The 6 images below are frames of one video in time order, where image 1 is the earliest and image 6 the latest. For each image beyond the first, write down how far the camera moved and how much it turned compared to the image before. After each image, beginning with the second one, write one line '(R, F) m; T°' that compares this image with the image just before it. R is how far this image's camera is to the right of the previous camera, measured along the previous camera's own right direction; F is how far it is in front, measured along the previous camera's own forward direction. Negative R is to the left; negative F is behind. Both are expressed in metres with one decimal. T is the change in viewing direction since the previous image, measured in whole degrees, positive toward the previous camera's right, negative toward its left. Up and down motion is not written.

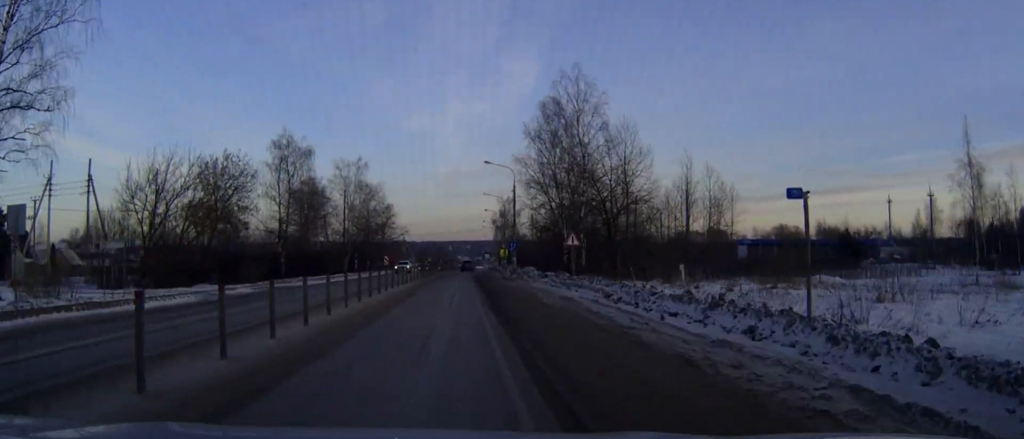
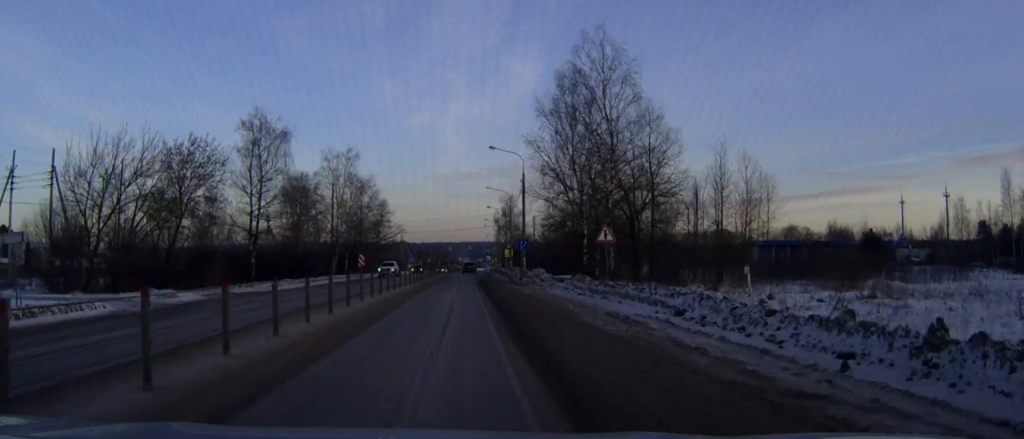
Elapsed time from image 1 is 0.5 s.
(0.0, +8.8) m; 0°
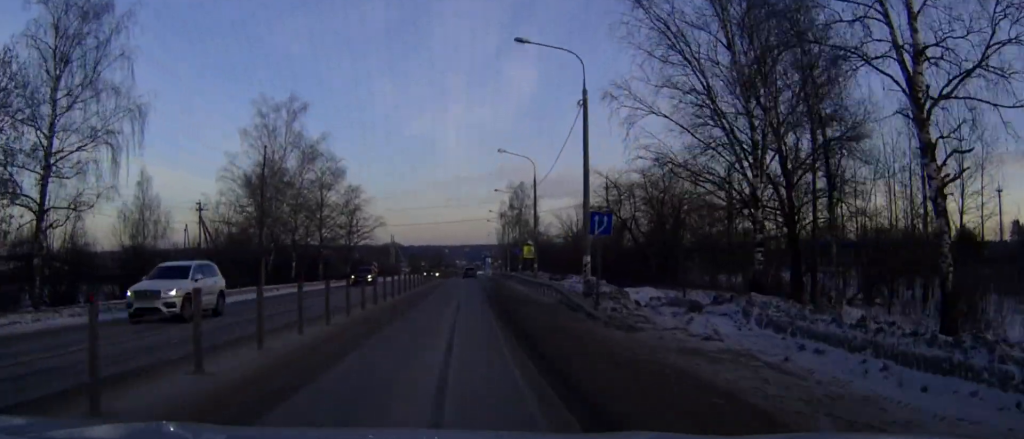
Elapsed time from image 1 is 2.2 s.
(+0.1, +28.1) m; 0°
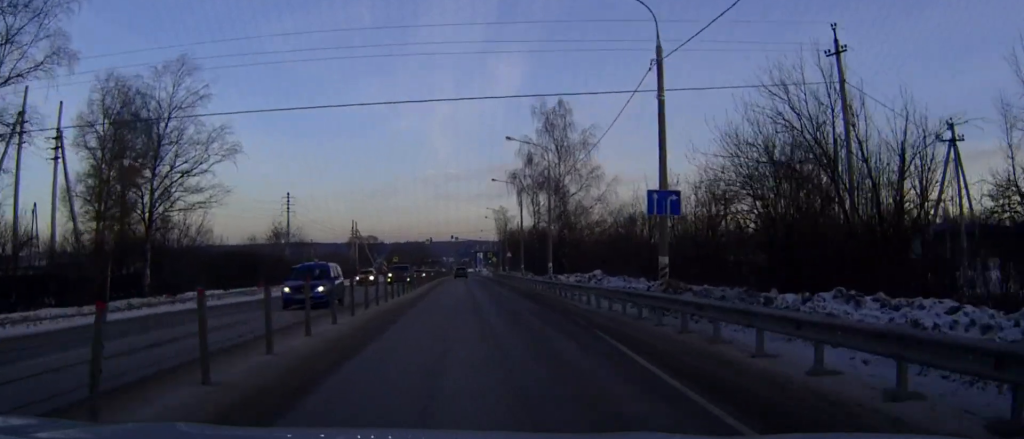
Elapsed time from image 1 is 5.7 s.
(+0.3, +57.2) m; +1°
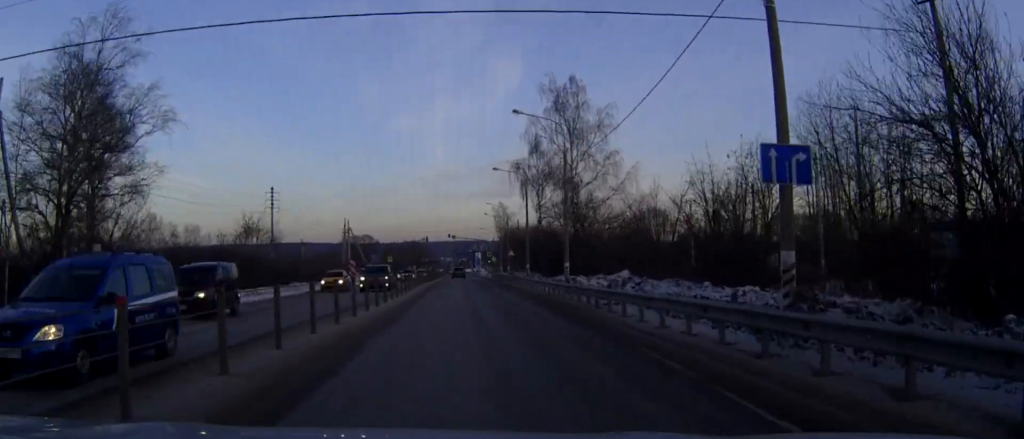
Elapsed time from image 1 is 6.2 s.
(0.0, +8.2) m; 0°
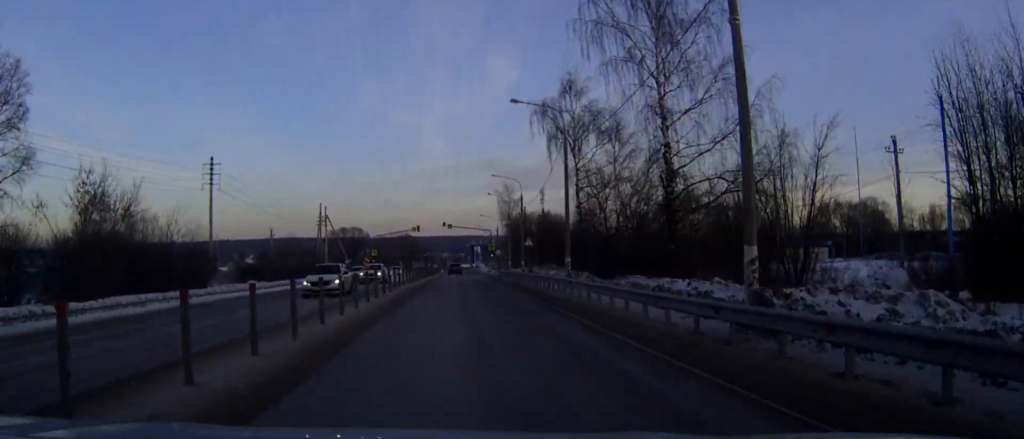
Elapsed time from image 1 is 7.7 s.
(0.0, +24.5) m; 0°
